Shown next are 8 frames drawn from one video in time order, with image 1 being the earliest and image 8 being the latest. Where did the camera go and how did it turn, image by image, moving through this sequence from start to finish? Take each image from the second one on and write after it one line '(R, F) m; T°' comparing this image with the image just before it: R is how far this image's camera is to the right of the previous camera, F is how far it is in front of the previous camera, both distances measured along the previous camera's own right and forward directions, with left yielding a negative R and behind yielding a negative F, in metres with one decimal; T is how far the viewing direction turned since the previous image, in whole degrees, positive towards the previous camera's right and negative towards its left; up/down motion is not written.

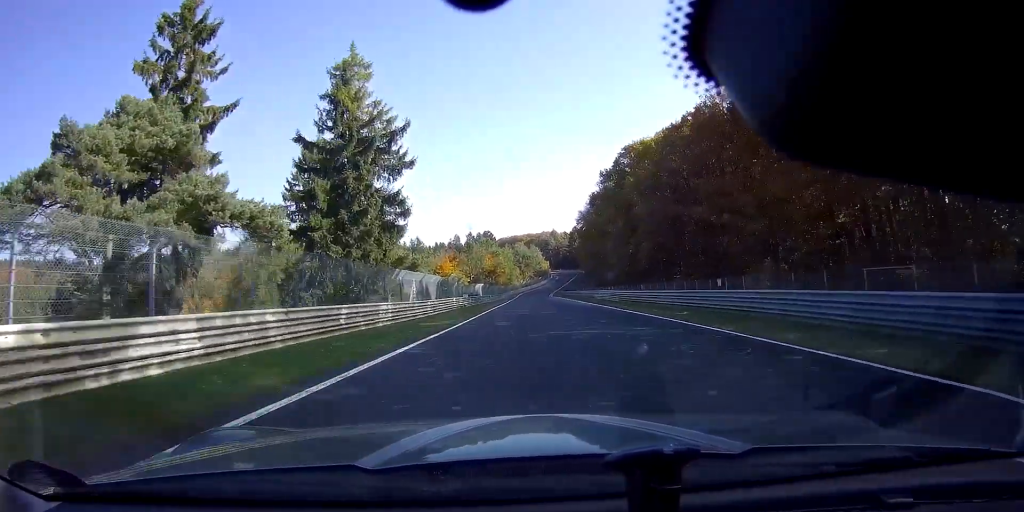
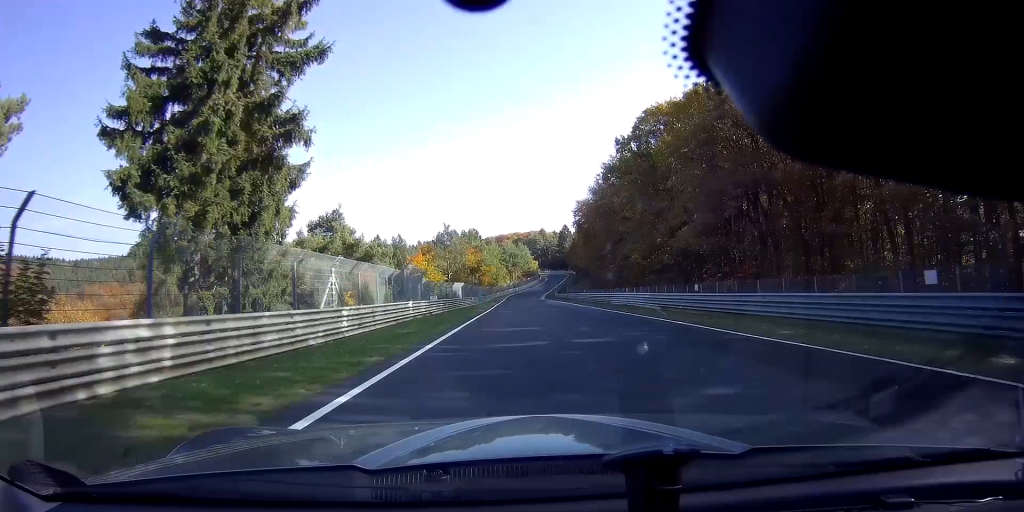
(+0.5, +16.3) m; +1°
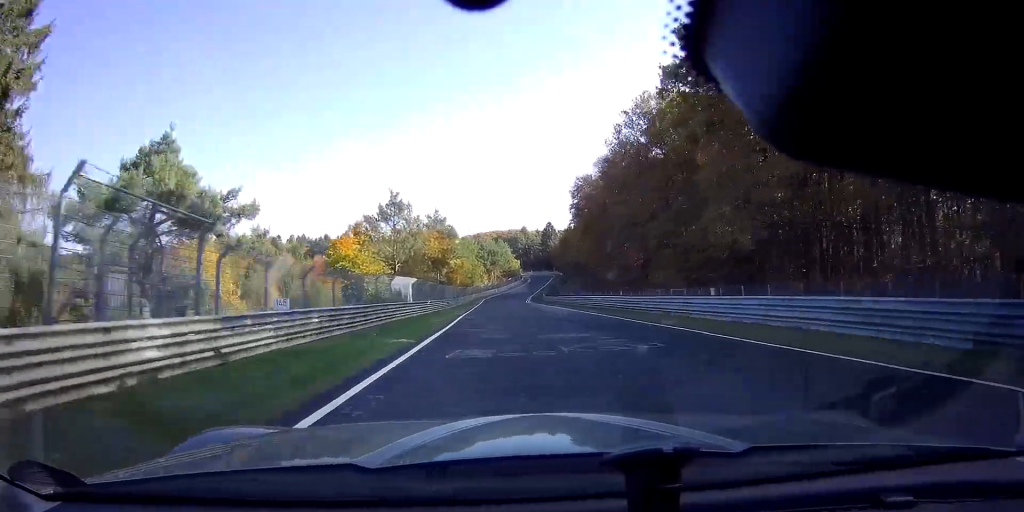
(+0.5, +24.7) m; +2°
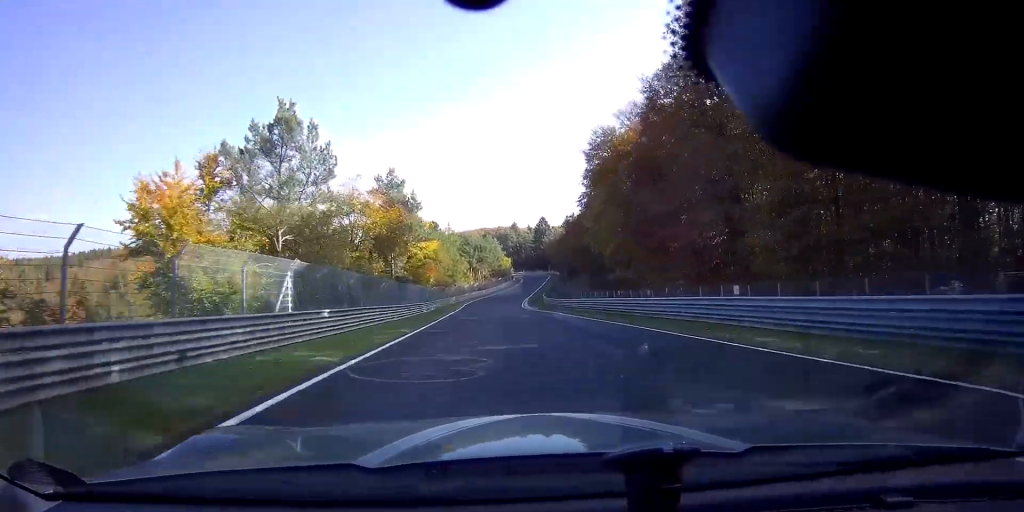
(+0.3, +24.1) m; +1°
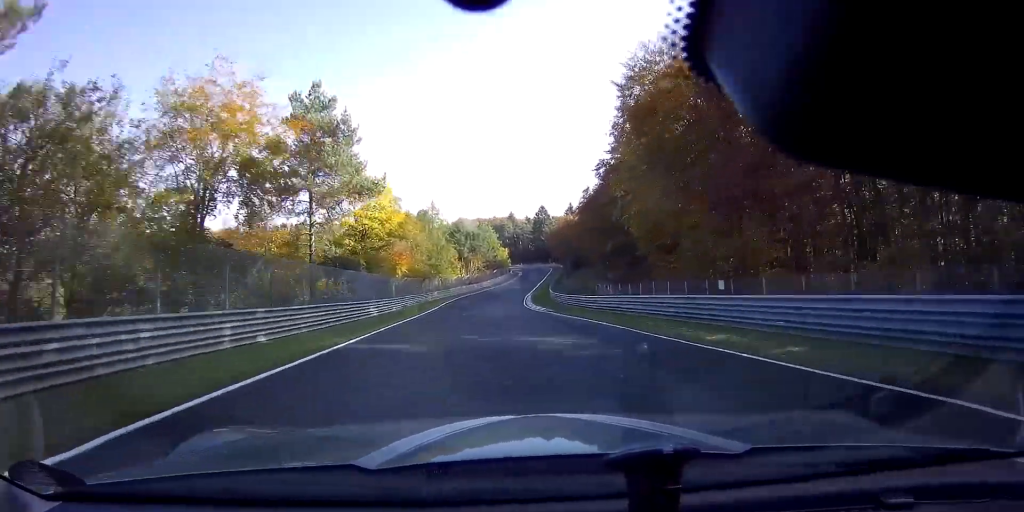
(+0.1, +19.7) m; +1°
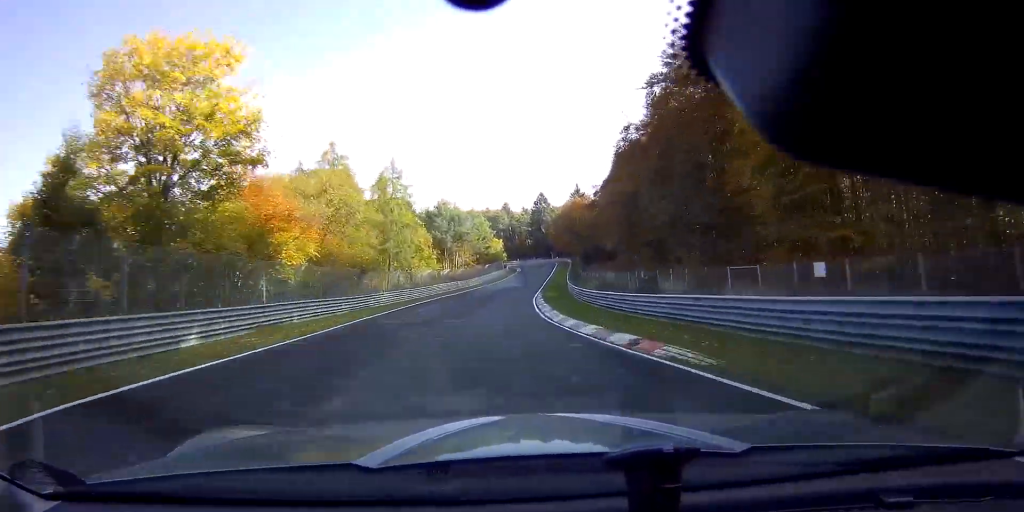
(0.0, +27.5) m; +1°
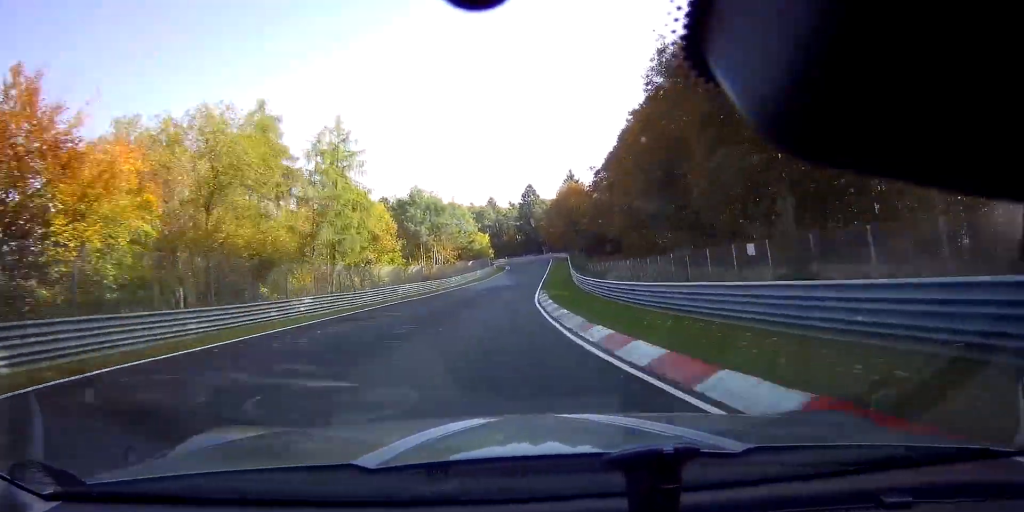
(+0.3, +15.3) m; +1°
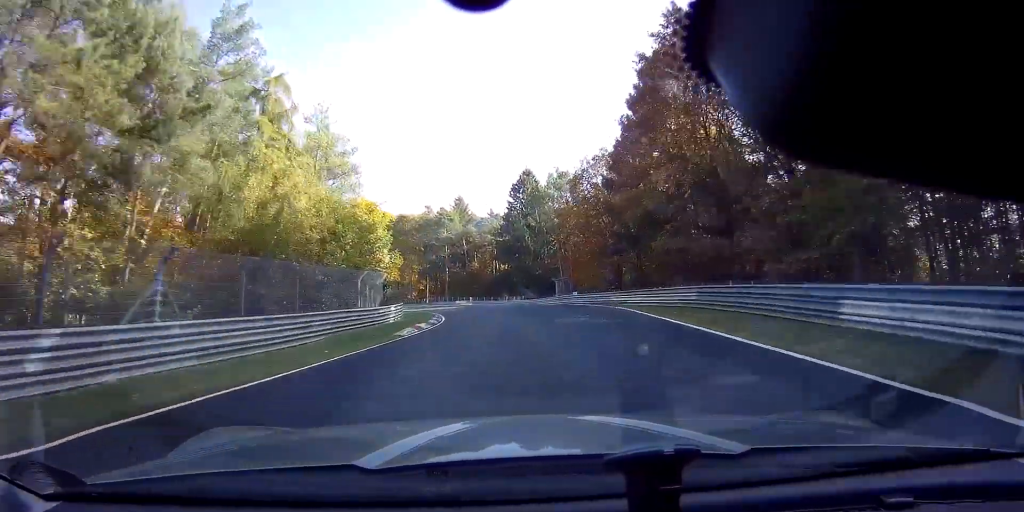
(+2.4, +80.7) m; -2°
